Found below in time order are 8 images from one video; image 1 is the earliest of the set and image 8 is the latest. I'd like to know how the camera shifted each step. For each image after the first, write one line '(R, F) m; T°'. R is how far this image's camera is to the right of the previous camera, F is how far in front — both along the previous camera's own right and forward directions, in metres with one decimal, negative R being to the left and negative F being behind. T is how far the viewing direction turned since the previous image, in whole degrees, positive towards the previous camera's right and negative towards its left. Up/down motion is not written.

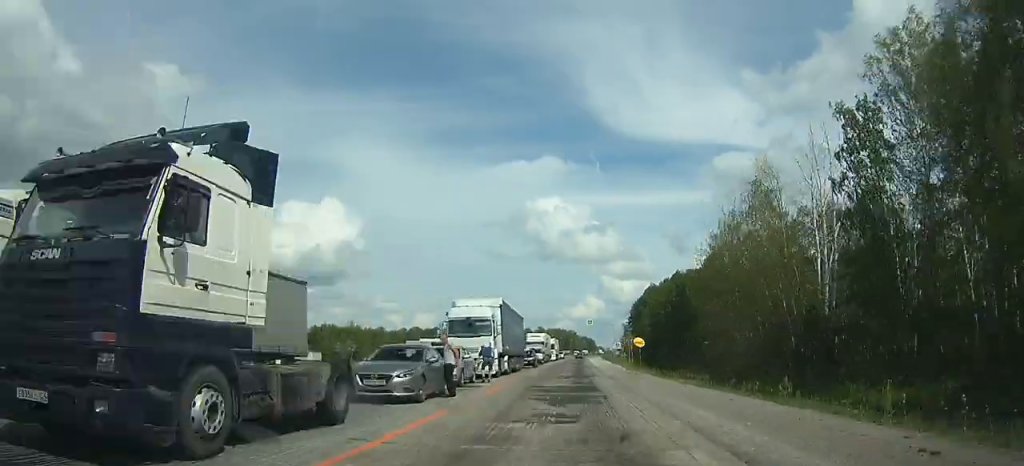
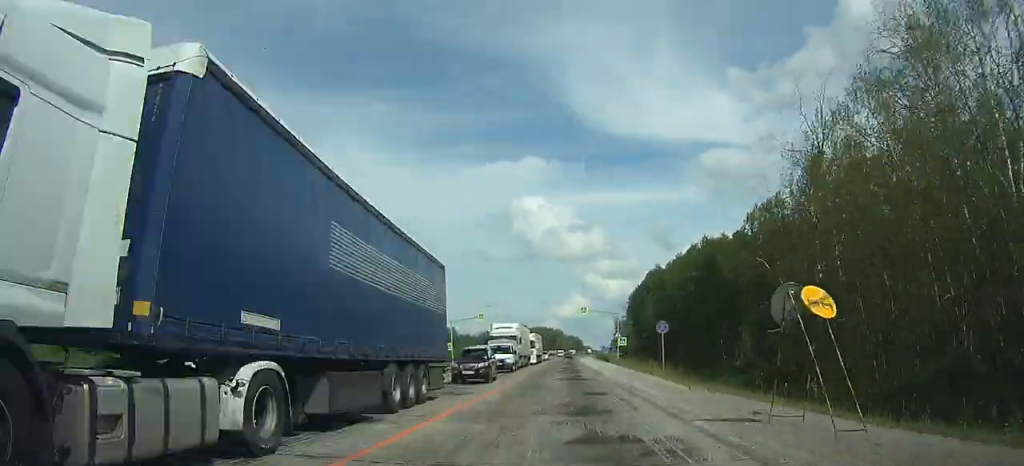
(0.0, +26.2) m; +1°
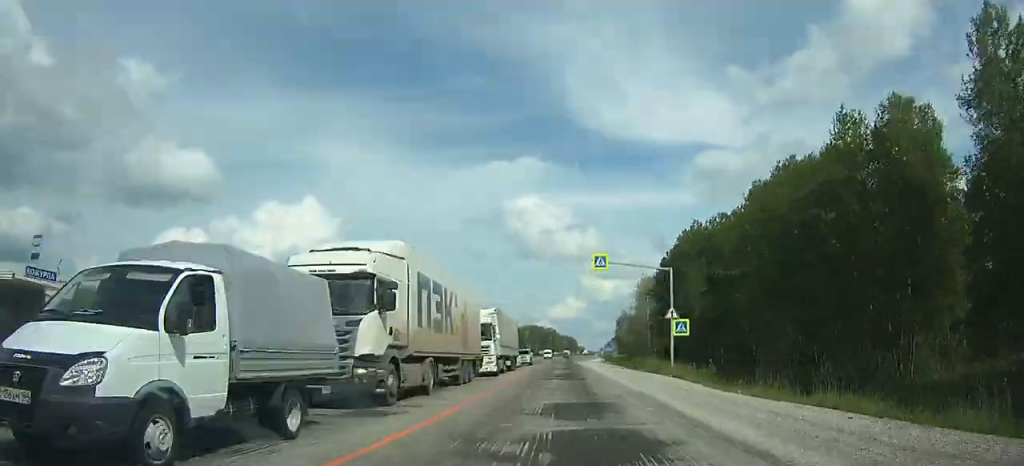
(+0.4, +37.3) m; 0°
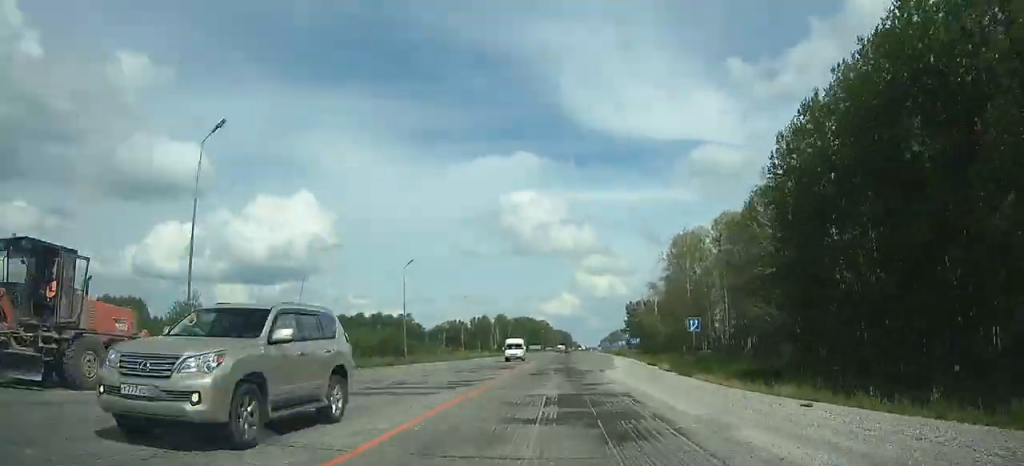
(+0.2, +53.1) m; 0°
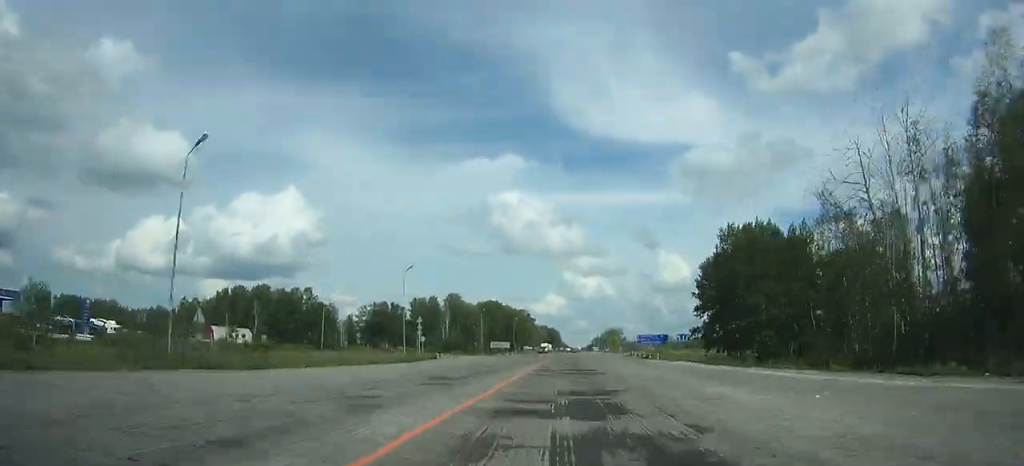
(+1.3, +120.9) m; +2°
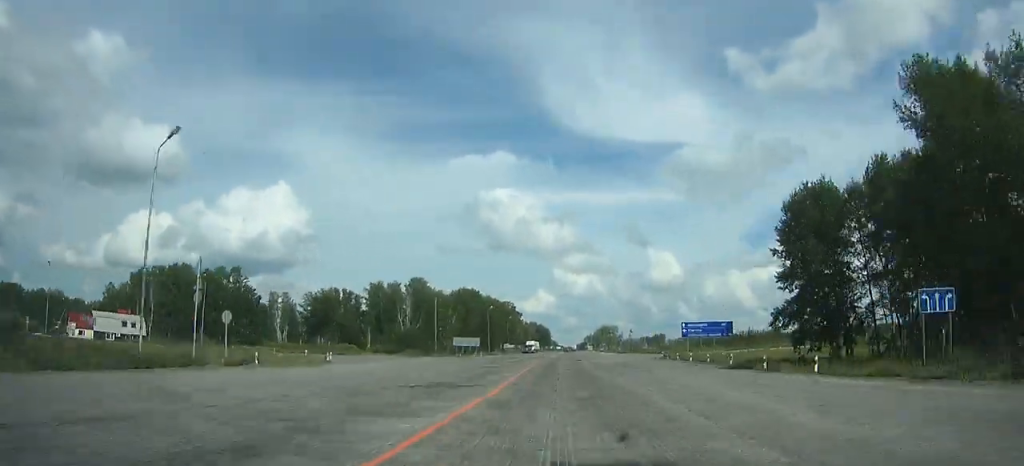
(+0.4, +43.9) m; +1°
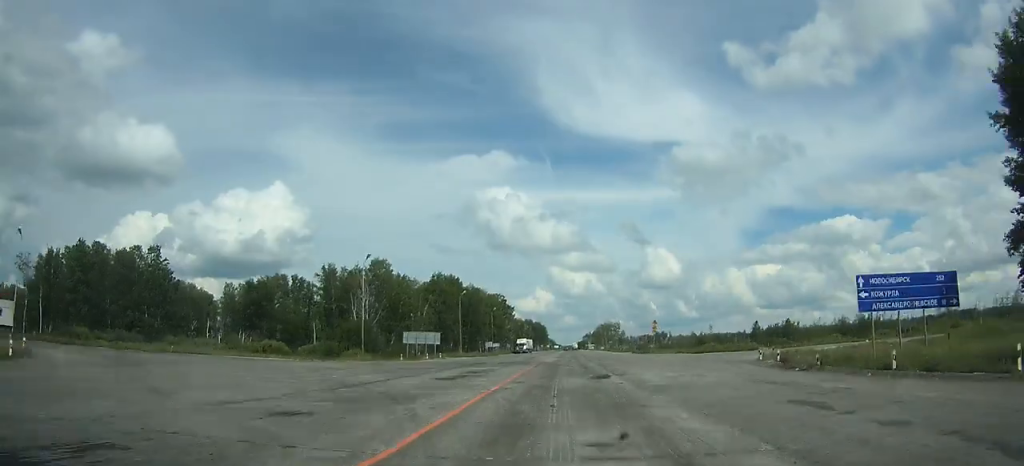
(+0.2, +38.0) m; 0°
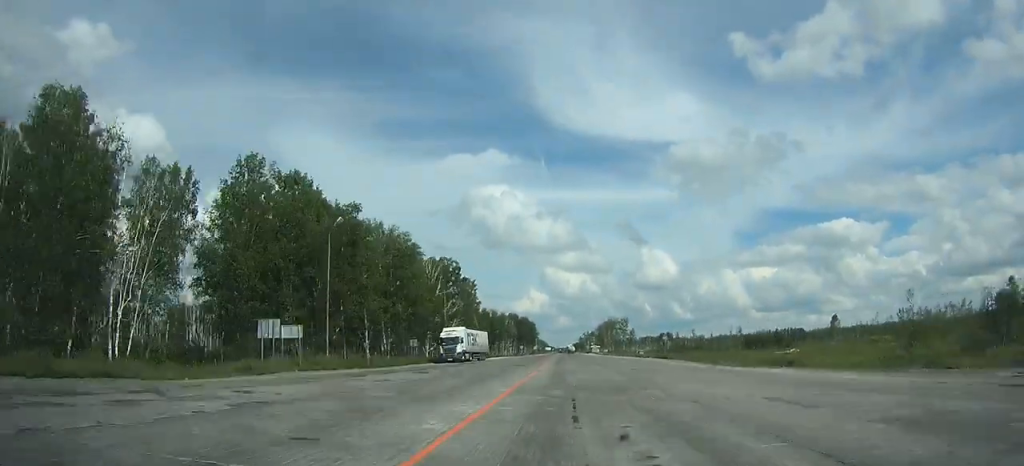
(+0.6, +100.8) m; +1°
